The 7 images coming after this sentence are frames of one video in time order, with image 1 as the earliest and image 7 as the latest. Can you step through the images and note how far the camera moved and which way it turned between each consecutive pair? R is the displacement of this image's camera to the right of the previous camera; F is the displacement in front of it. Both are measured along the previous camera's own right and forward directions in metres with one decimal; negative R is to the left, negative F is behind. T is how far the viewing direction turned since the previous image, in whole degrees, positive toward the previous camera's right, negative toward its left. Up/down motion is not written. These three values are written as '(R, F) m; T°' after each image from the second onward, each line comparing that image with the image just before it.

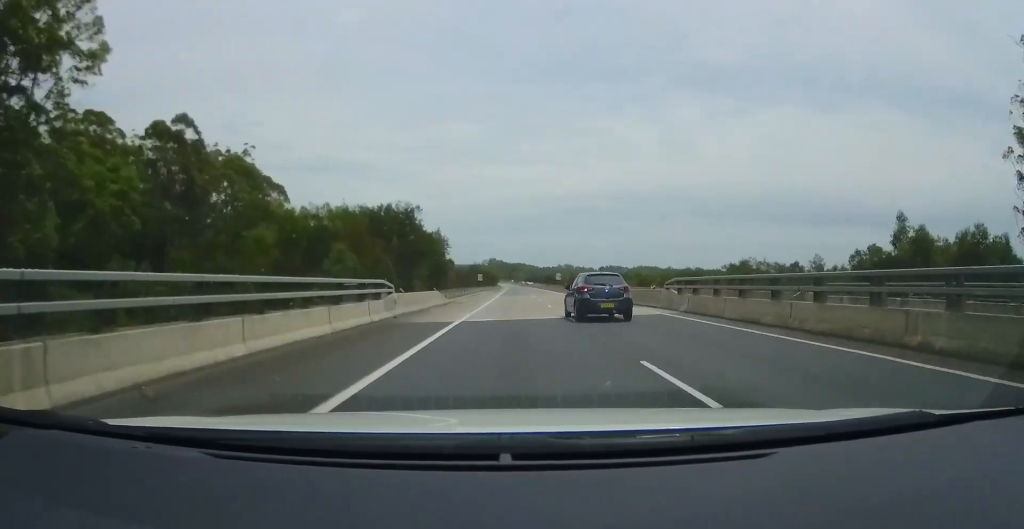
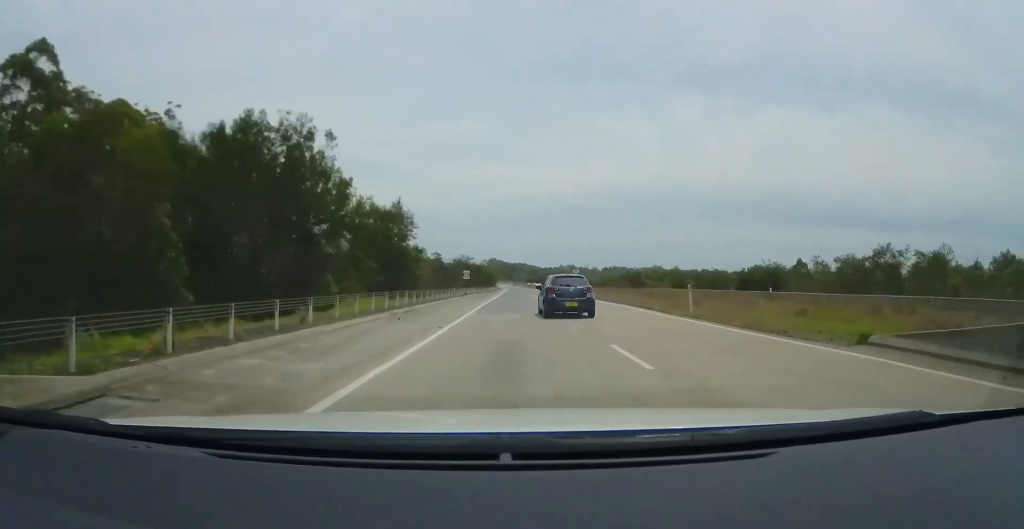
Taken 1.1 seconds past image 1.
(+0.1, +33.8) m; +1°
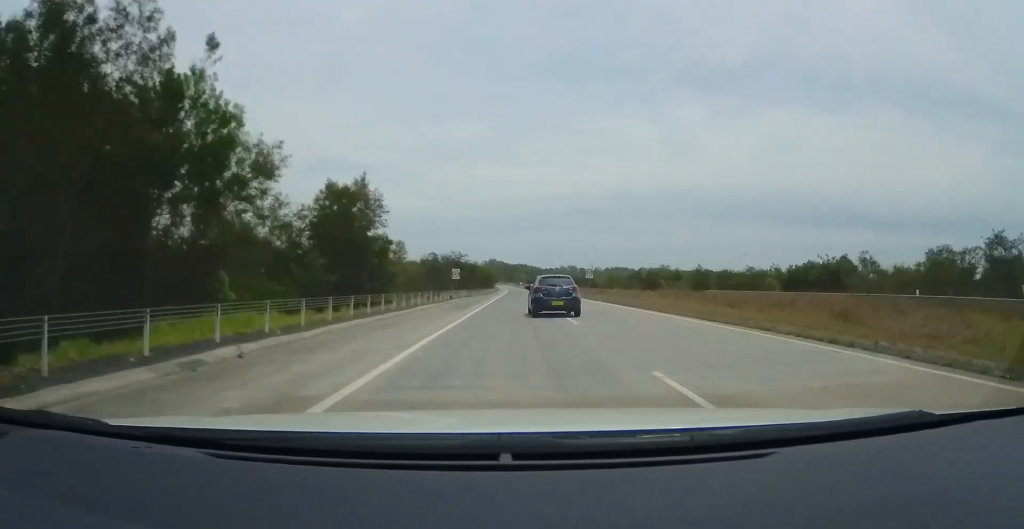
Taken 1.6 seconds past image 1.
(0.0, +14.5) m; +1°
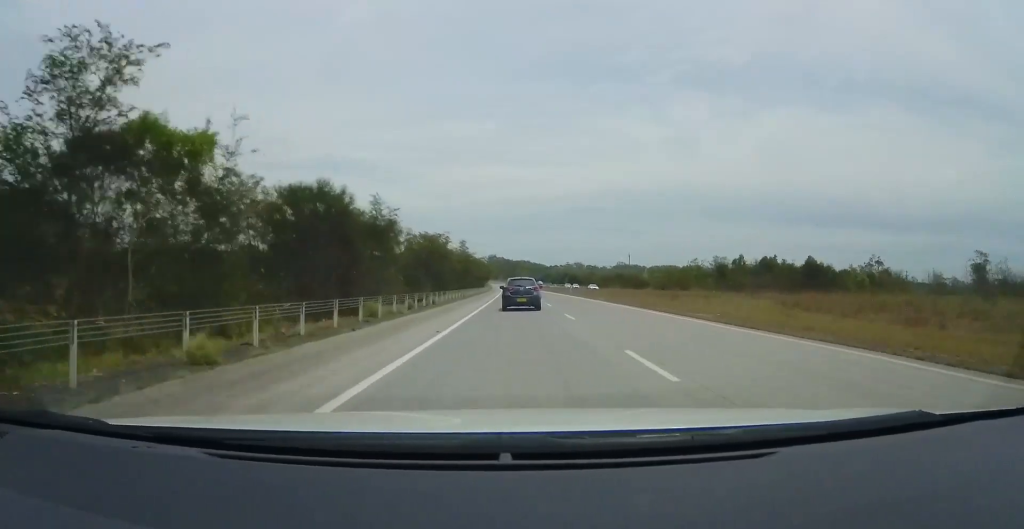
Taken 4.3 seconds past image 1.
(+1.2, +81.6) m; 0°
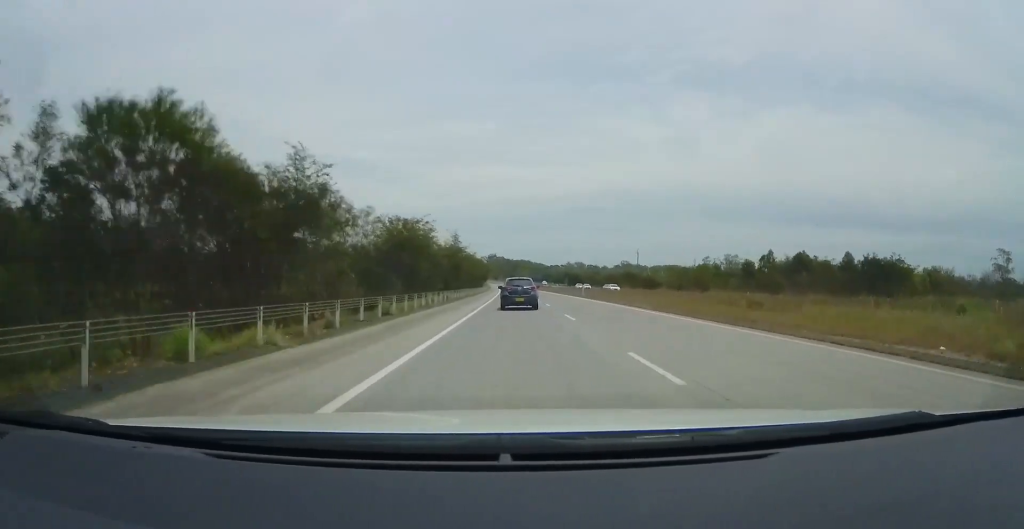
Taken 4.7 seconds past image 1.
(0.0, +12.2) m; 0°
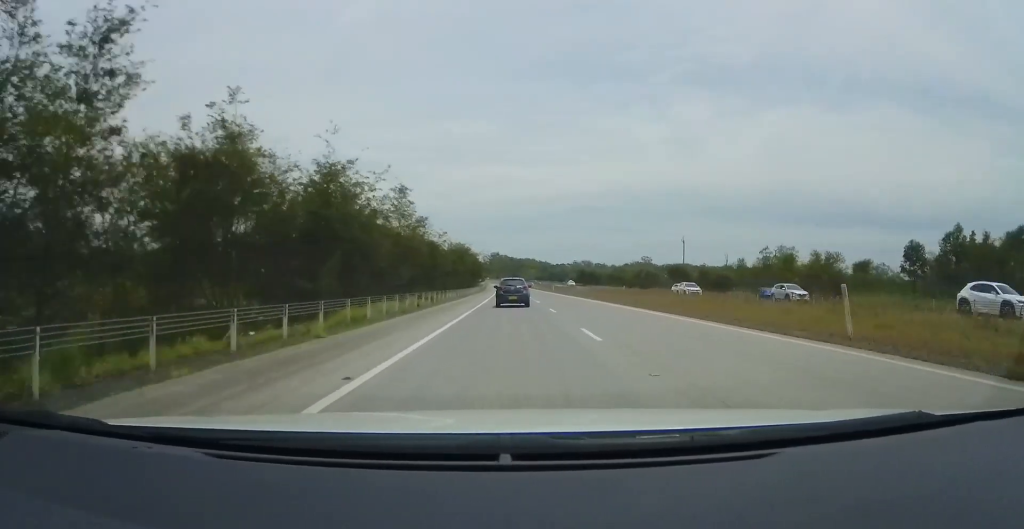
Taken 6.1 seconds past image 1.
(-0.5, +42.4) m; -2°
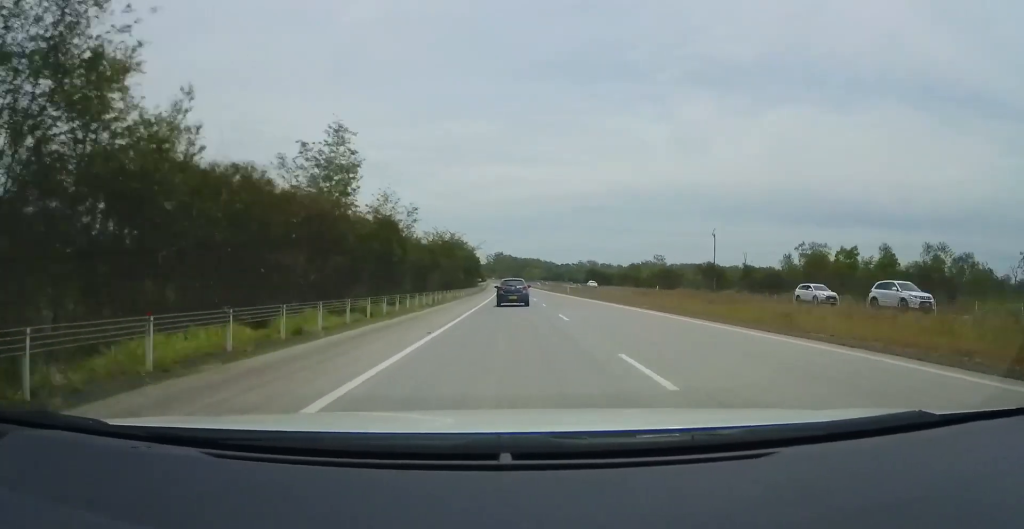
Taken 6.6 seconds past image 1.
(-0.1, +17.0) m; -1°
